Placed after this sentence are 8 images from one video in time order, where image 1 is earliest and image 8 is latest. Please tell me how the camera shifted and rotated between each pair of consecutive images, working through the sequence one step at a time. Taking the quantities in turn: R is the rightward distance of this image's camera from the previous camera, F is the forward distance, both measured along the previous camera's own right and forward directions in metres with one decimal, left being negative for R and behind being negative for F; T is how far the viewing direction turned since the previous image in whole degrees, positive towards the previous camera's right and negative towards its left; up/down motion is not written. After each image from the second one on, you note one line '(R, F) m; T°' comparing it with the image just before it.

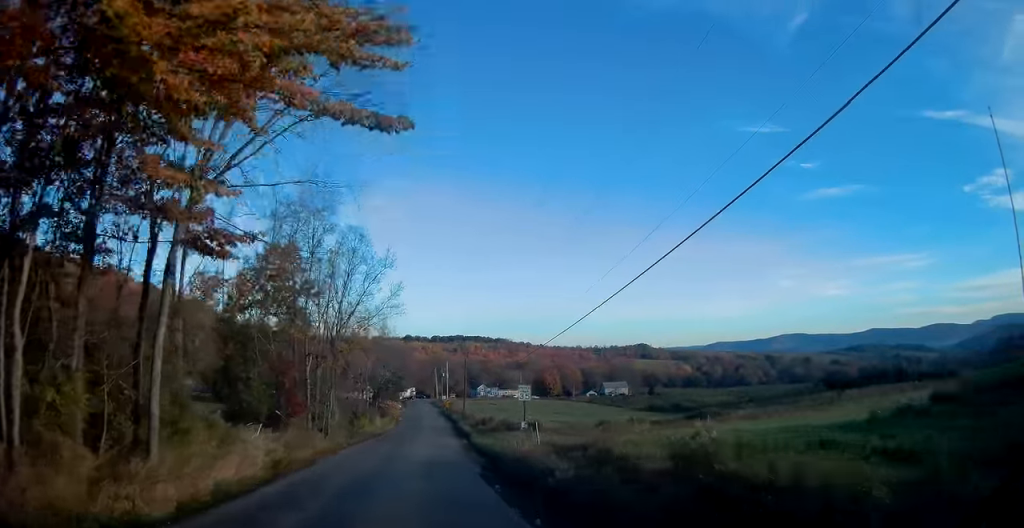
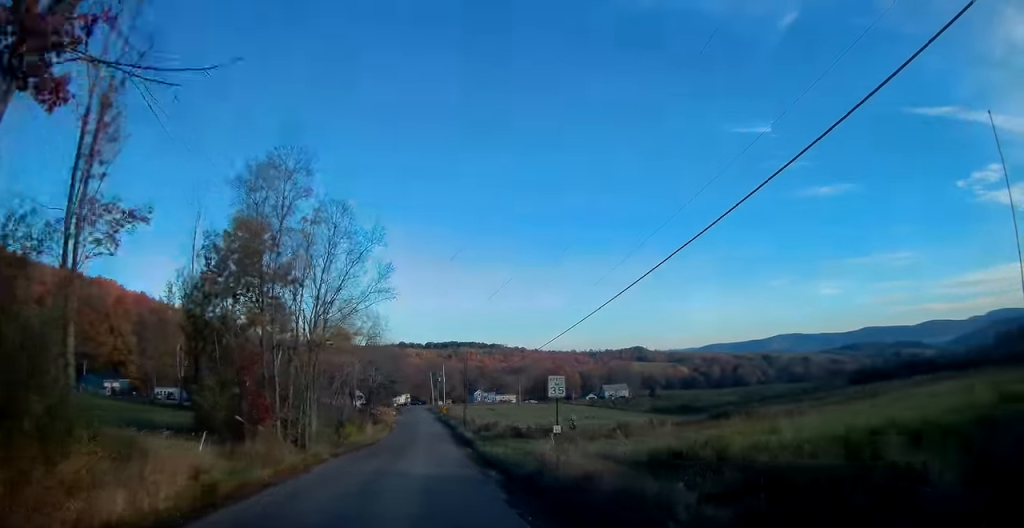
(0.0, +7.1) m; 0°
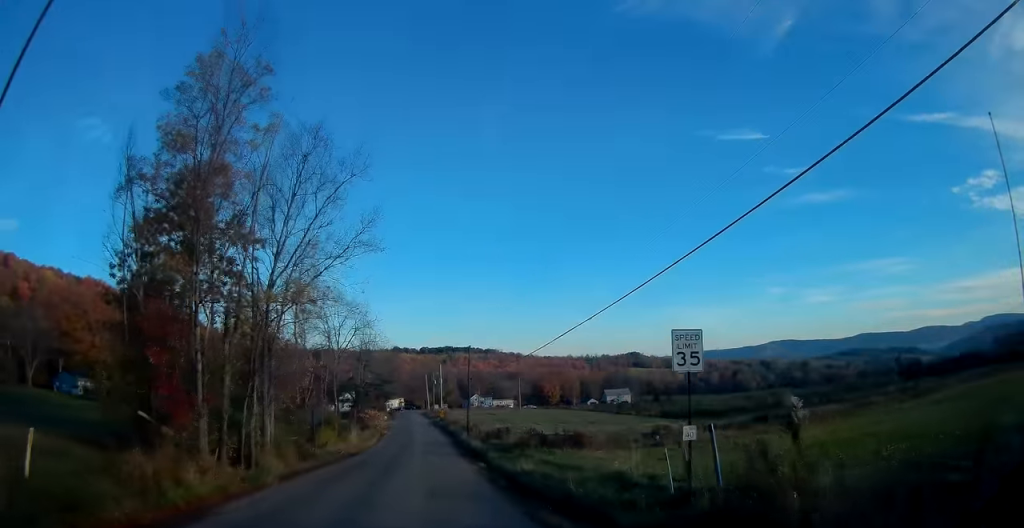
(0.0, +10.3) m; +1°
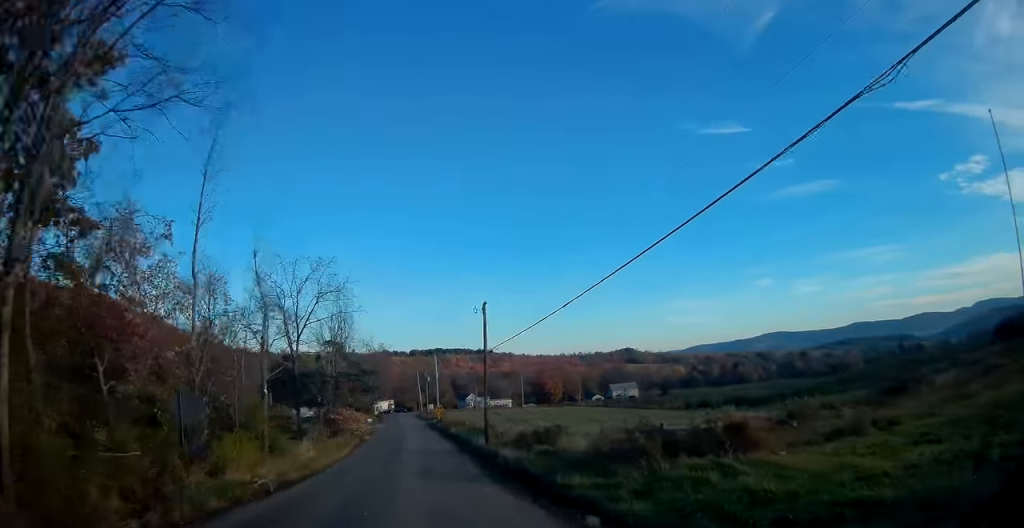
(+0.2, +18.7) m; +1°
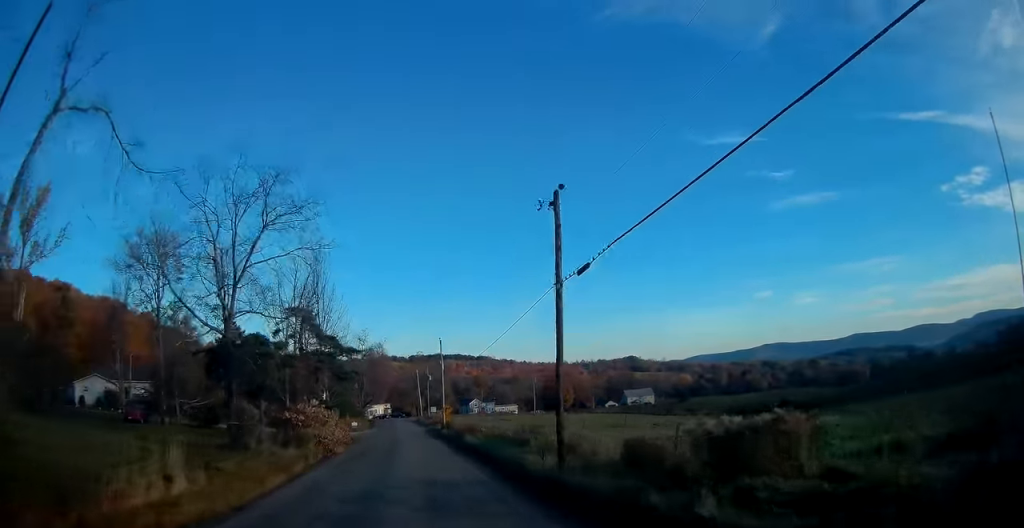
(-0.1, +17.6) m; 0°
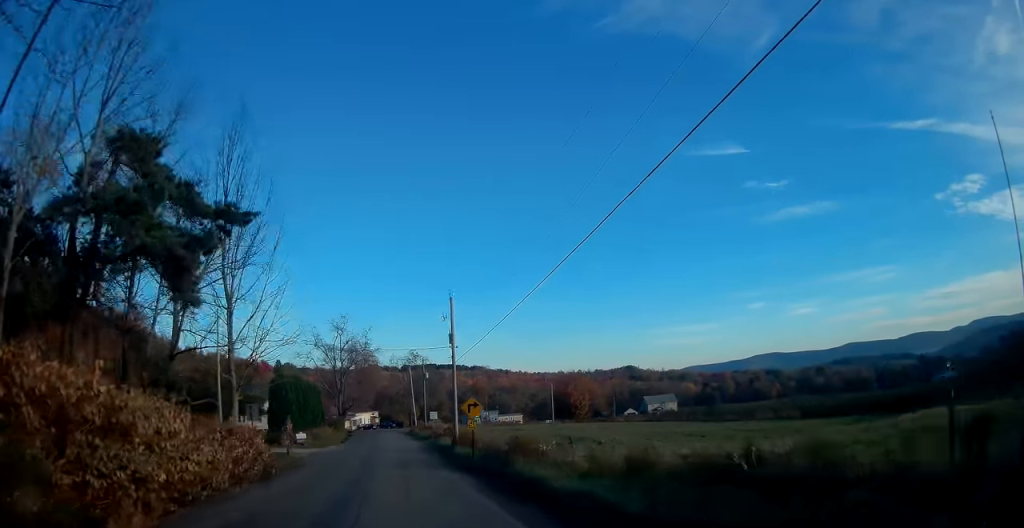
(+0.1, +26.2) m; 0°
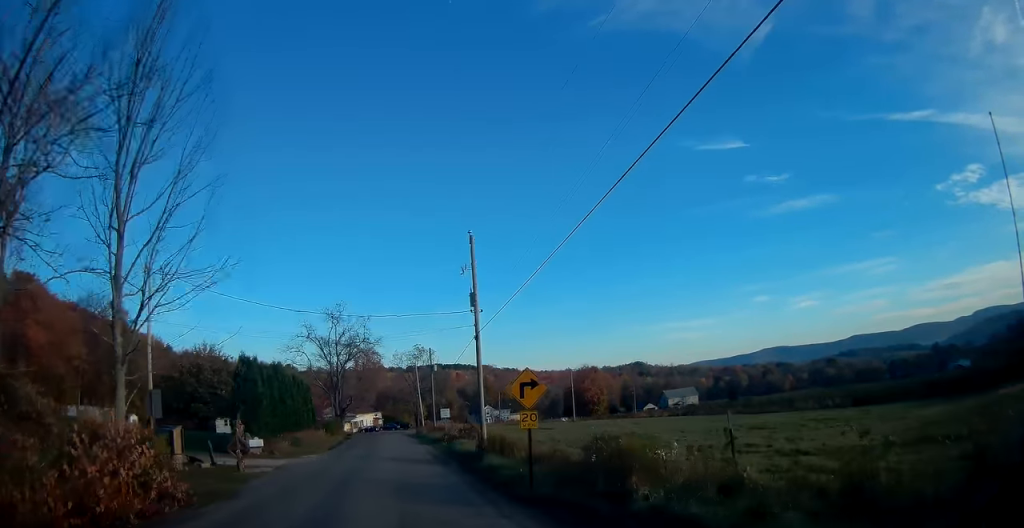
(-0.2, +11.6) m; 0°
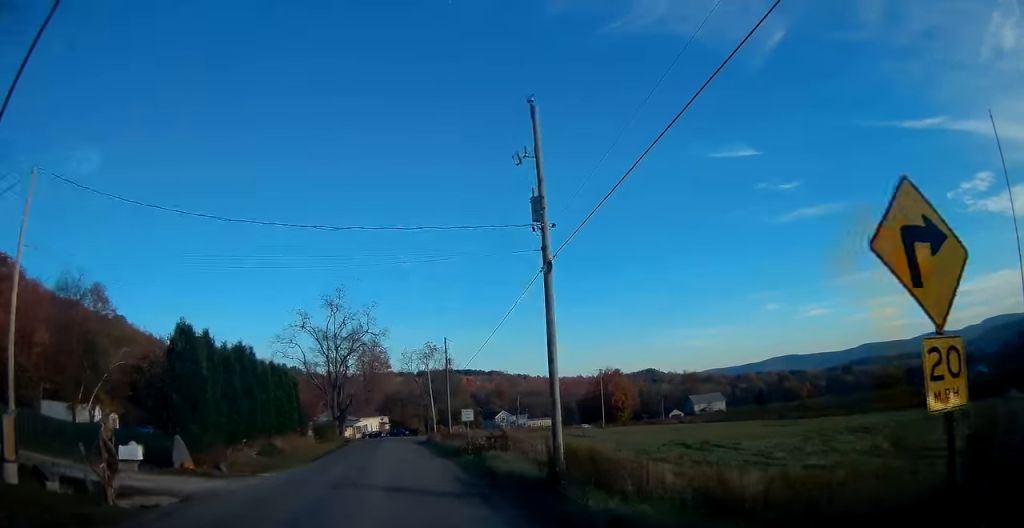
(+0.3, +12.0) m; +1°
